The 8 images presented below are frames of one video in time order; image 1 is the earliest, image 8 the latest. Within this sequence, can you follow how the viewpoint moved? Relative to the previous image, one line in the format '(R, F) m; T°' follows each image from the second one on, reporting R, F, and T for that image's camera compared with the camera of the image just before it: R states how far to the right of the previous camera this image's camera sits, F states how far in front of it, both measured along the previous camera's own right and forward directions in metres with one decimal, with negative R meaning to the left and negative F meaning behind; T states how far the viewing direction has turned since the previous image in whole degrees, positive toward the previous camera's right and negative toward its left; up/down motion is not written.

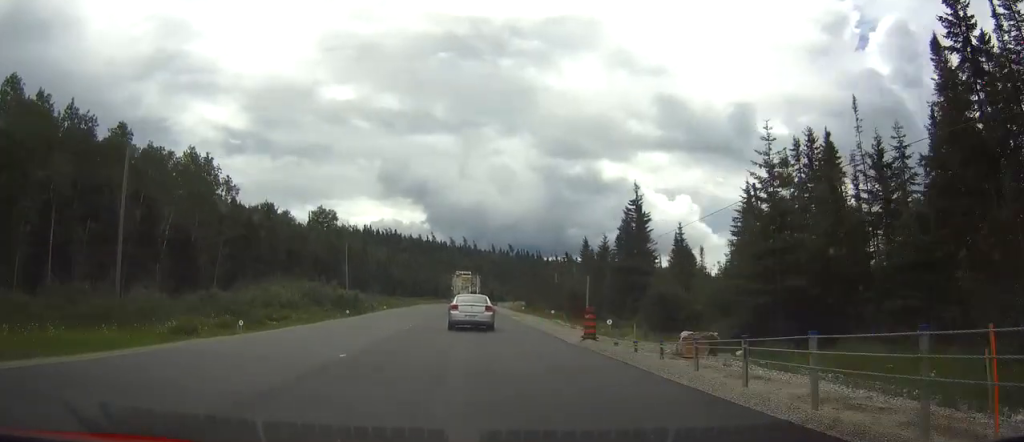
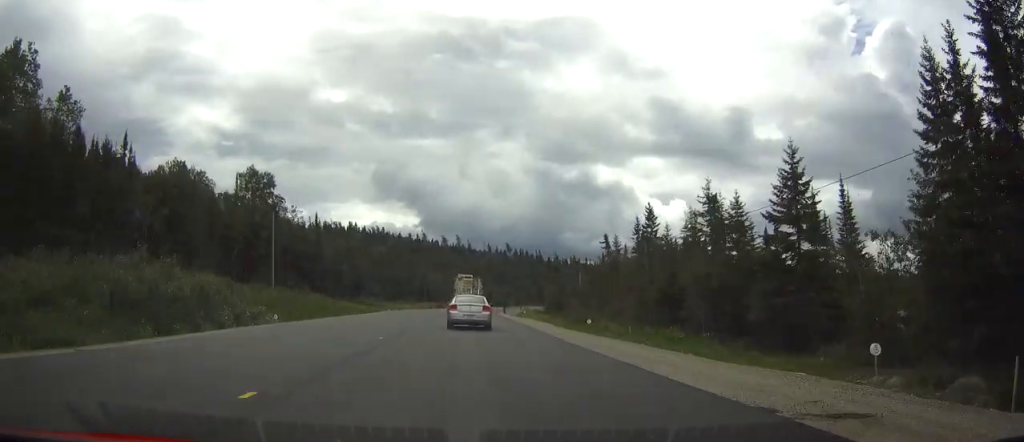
(0.0, +49.6) m; 0°
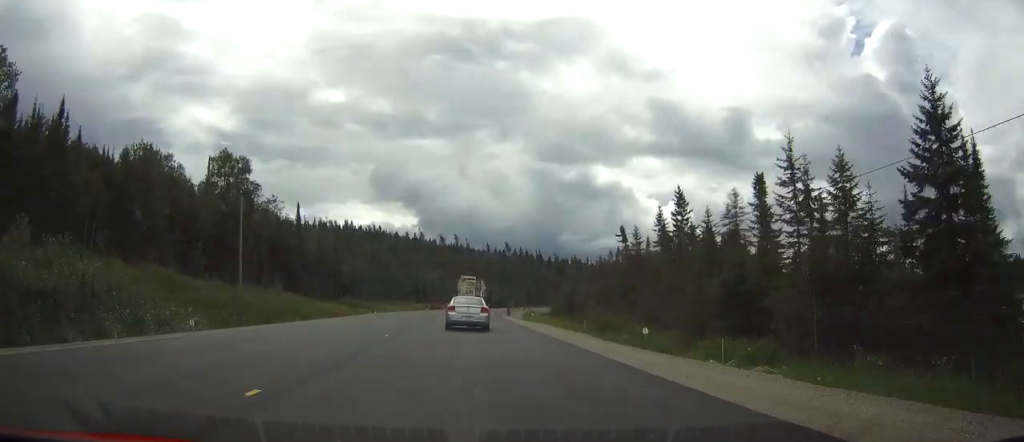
(0.0, +12.4) m; 0°
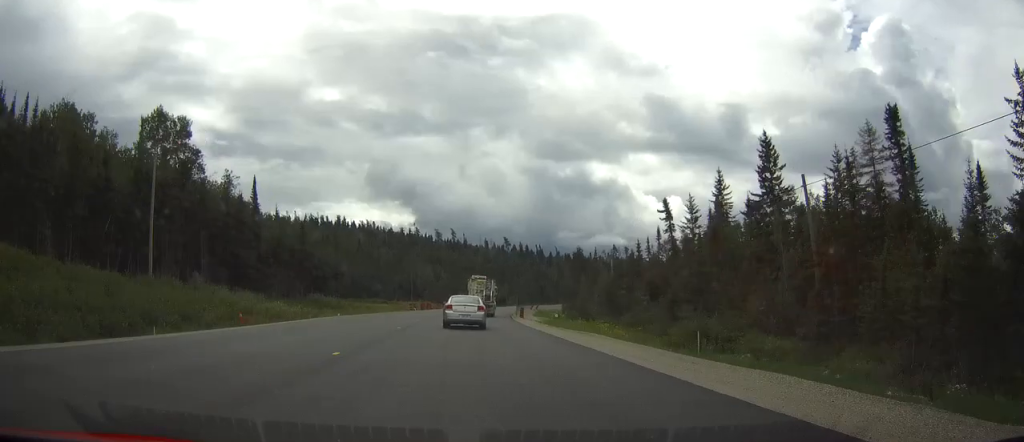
(0.0, +22.3) m; 0°
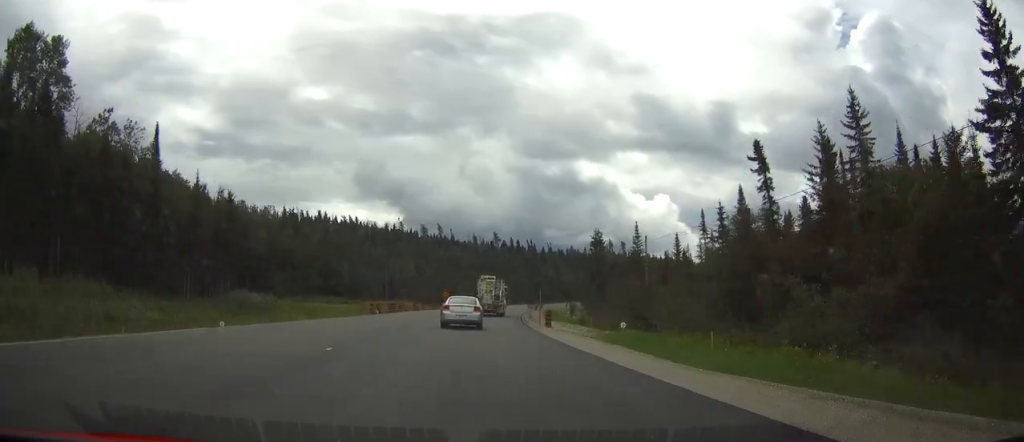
(+0.2, +27.3) m; +1°
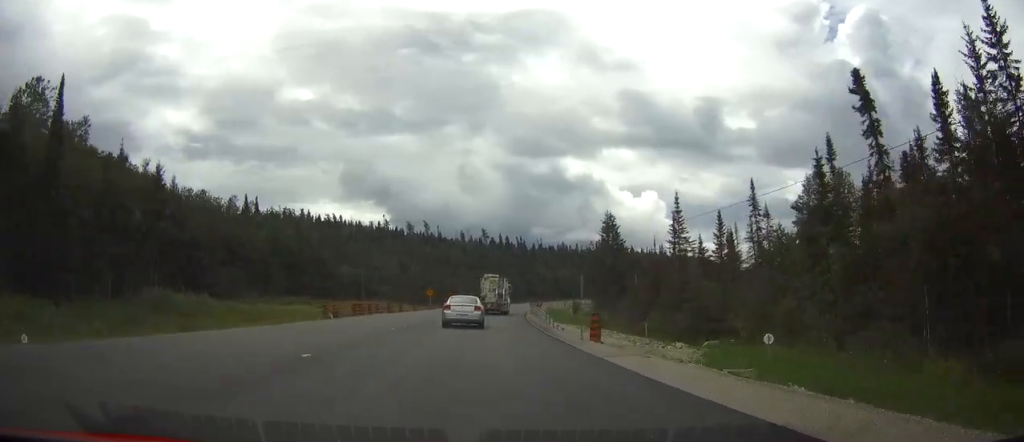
(+0.2, +15.8) m; +1°
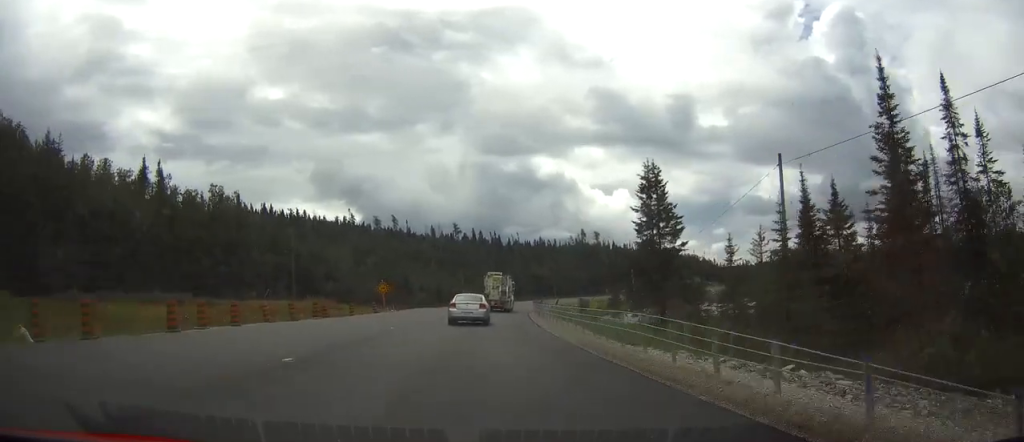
(+0.6, +29.1) m; +2°
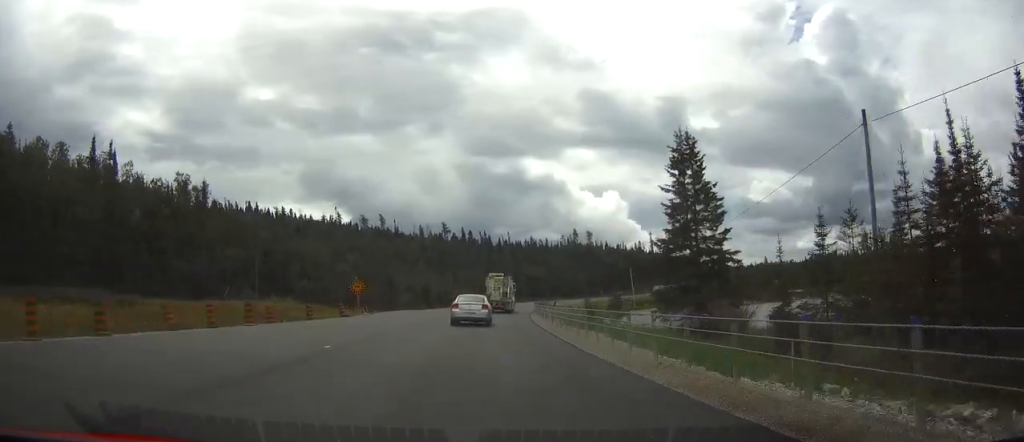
(0.0, +10.8) m; +1°
